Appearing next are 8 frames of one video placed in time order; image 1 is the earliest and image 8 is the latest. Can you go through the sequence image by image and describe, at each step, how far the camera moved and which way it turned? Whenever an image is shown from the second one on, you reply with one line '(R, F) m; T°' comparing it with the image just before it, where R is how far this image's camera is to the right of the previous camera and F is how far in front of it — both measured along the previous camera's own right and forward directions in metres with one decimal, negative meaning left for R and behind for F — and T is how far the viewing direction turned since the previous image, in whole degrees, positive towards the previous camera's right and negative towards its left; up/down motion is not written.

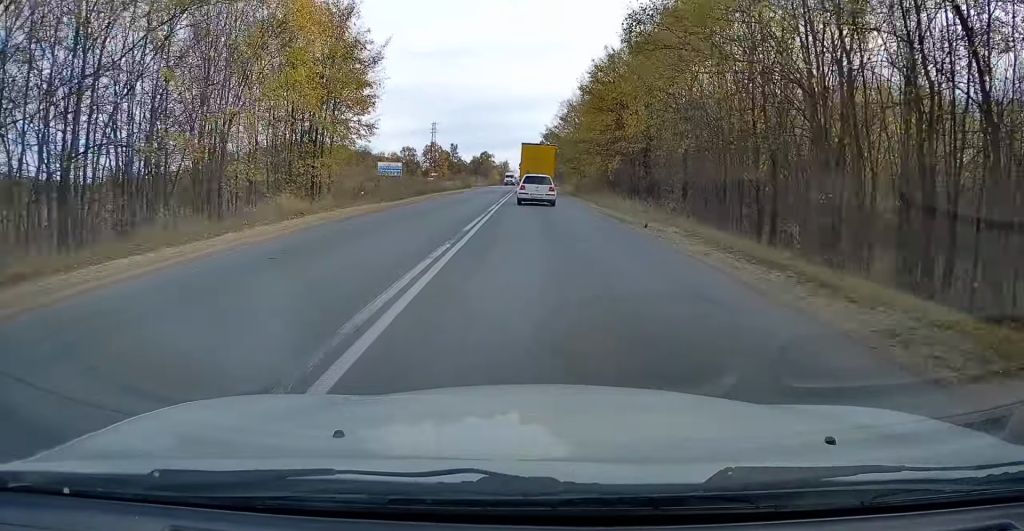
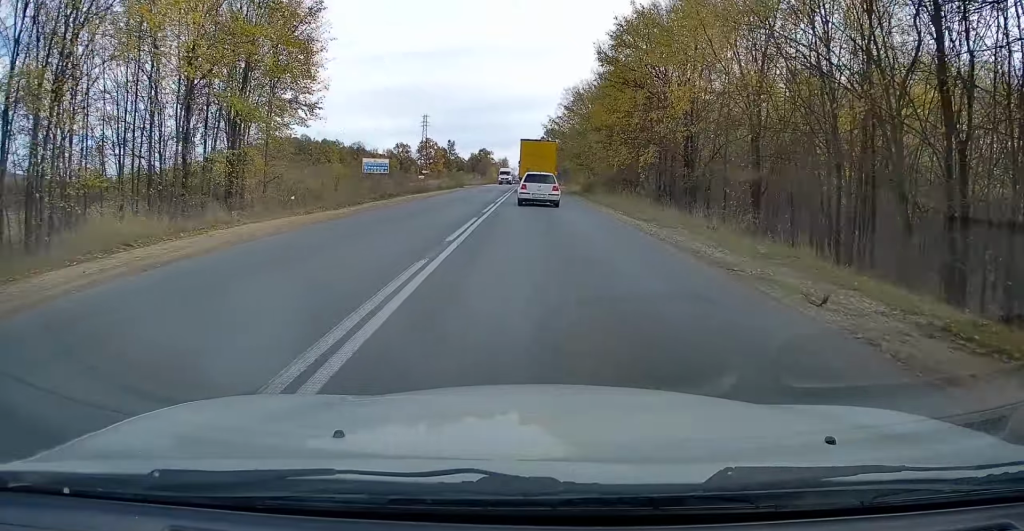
(+0.1, +11.2) m; 0°
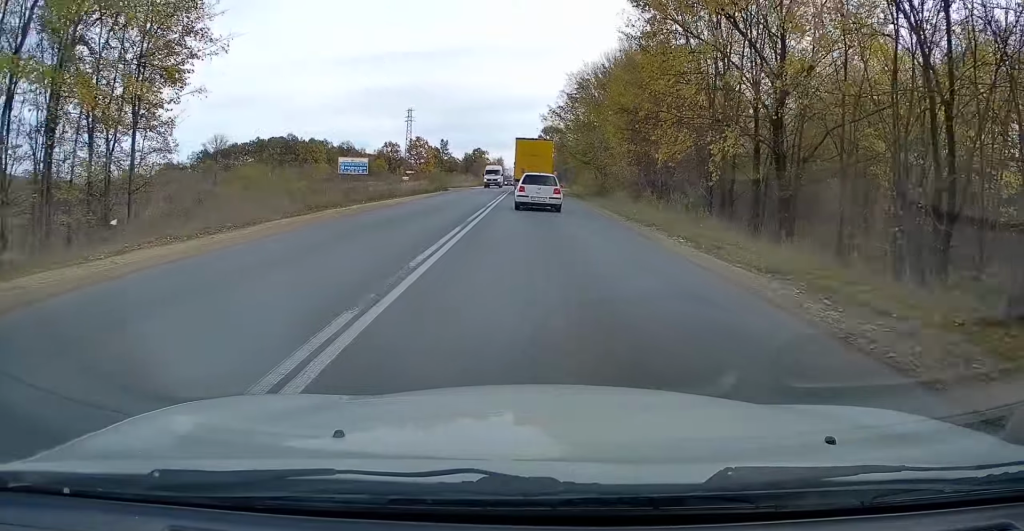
(+0.1, +12.2) m; -1°
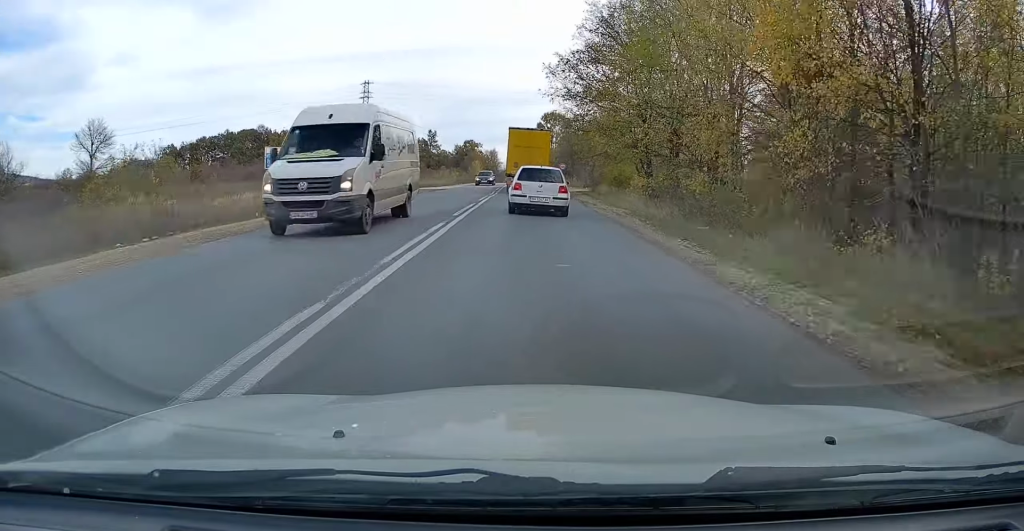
(+0.2, +28.3) m; +1°
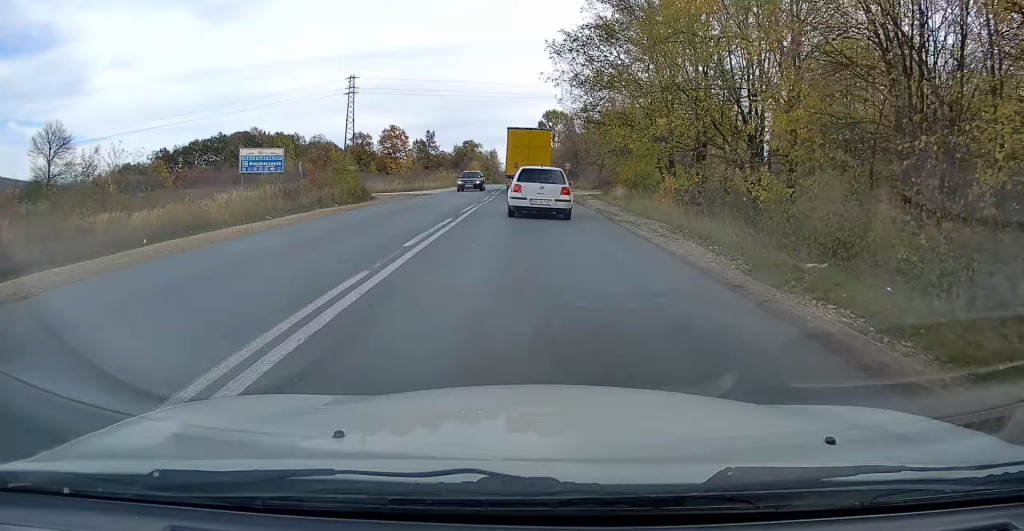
(-0.1, +7.2) m; -1°
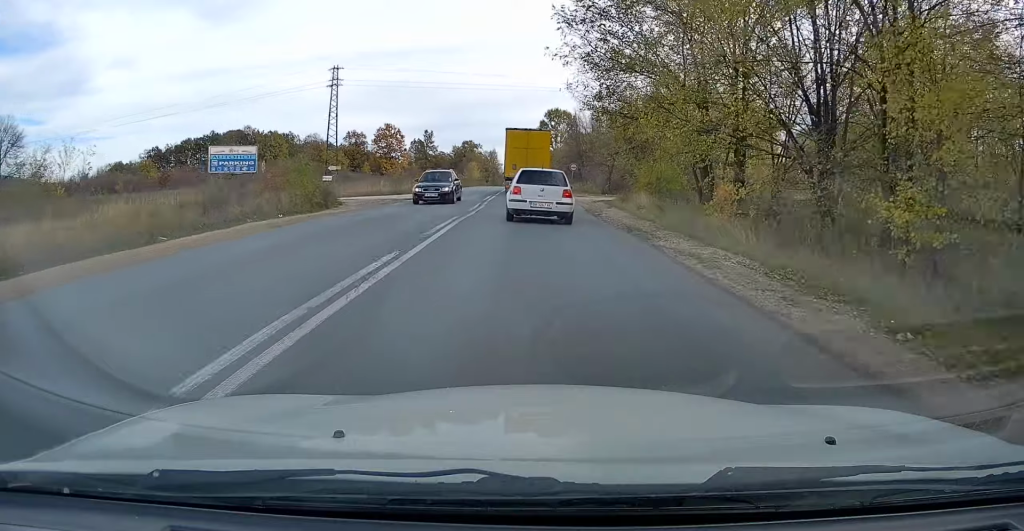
(0.0, +7.6) m; -1°
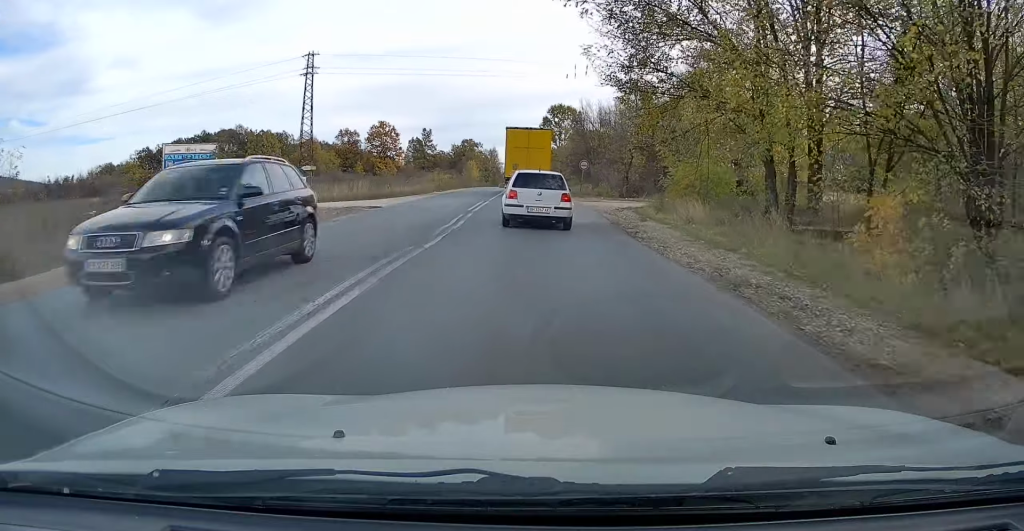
(-0.2, +8.8) m; 0°
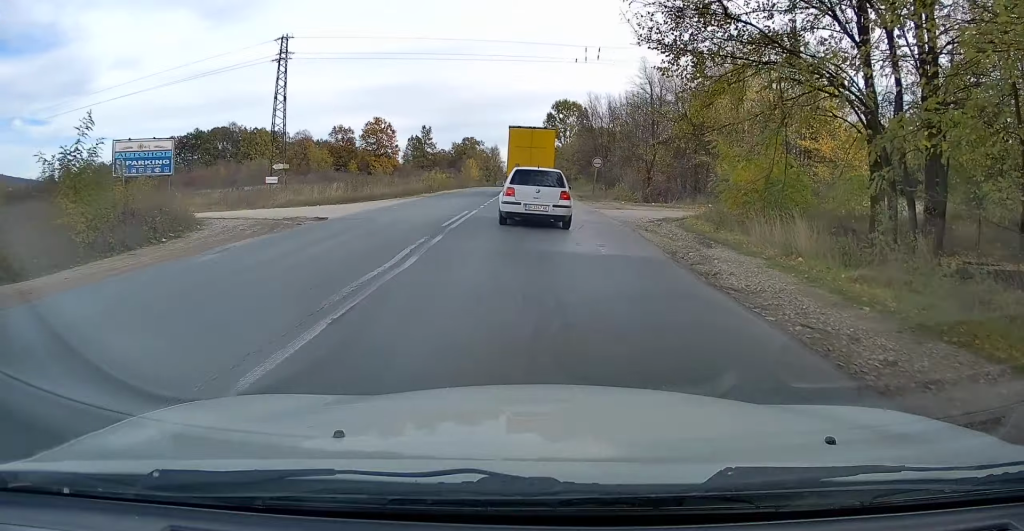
(0.0, +7.7) m; 0°
